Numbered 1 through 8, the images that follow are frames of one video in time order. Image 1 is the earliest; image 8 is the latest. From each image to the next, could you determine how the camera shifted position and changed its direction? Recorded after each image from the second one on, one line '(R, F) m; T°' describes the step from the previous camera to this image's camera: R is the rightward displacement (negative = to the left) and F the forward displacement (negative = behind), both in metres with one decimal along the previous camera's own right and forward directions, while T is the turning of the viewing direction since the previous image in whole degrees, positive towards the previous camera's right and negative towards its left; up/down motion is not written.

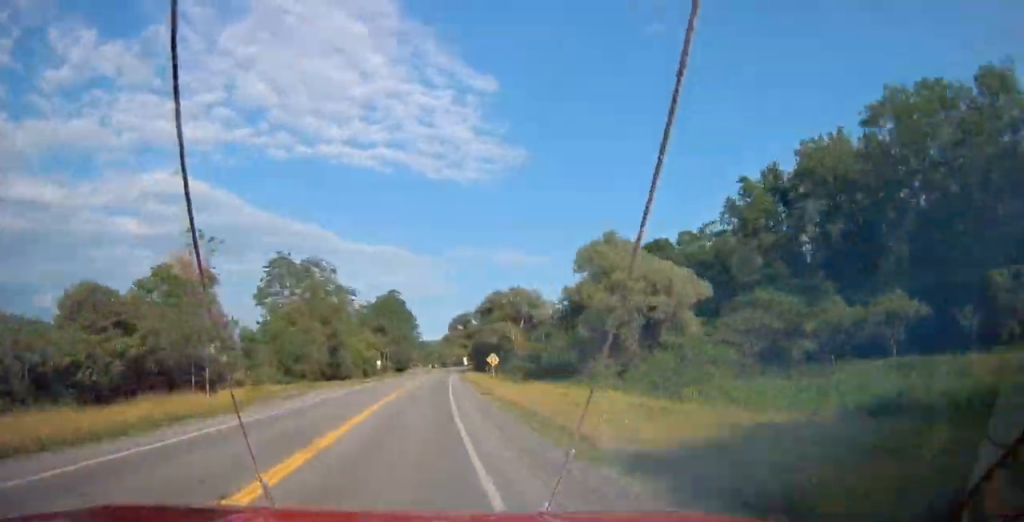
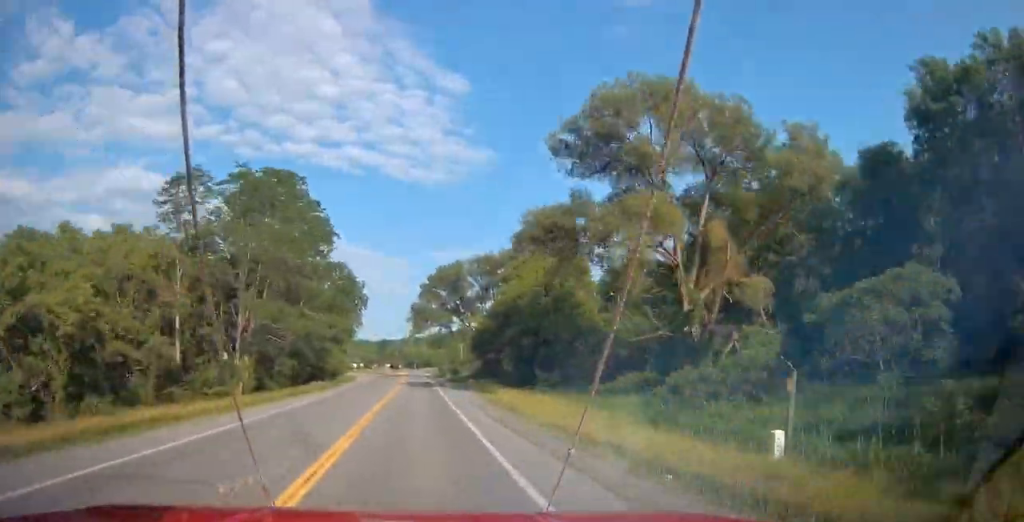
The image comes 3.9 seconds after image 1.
(+3.2, +99.9) m; +3°
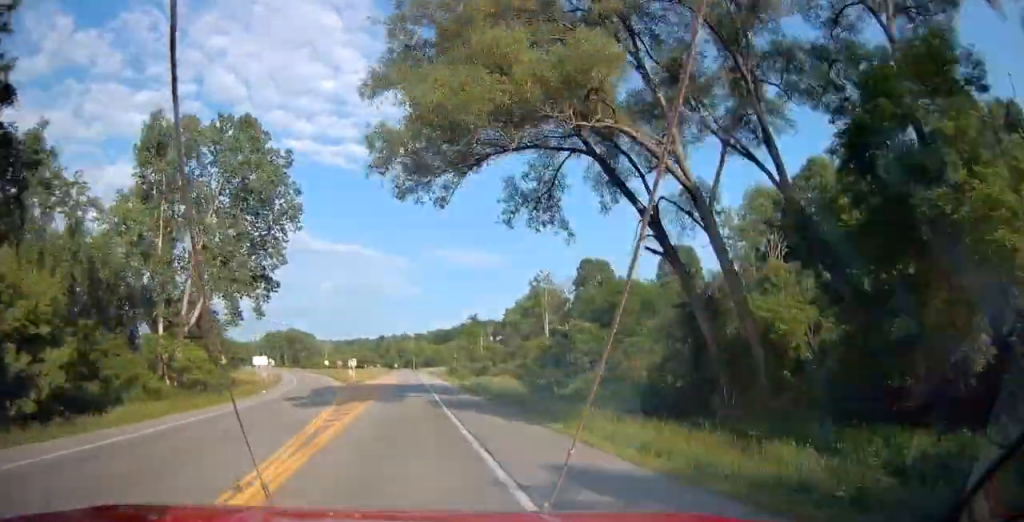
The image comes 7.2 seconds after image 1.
(-0.1, +84.6) m; 0°
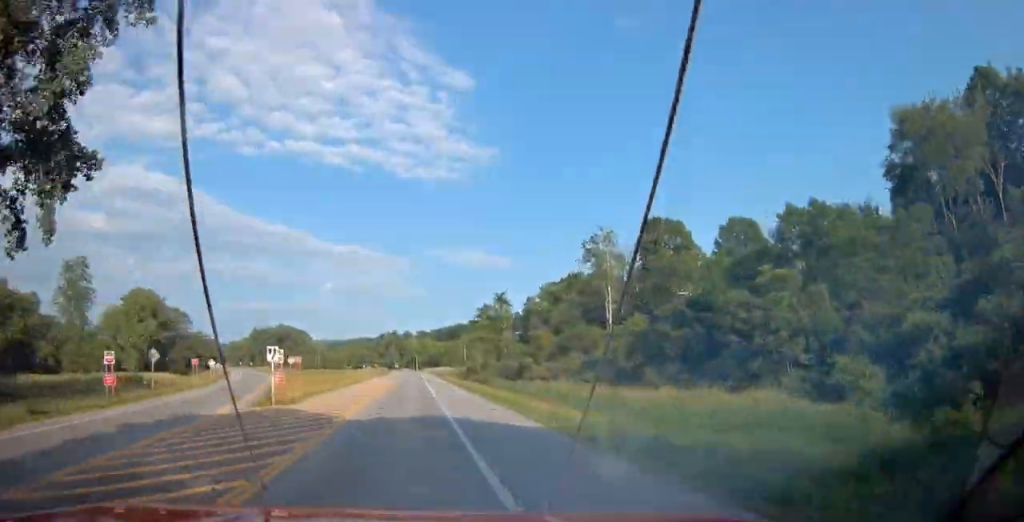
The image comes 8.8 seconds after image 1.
(0.0, +41.1) m; 0°
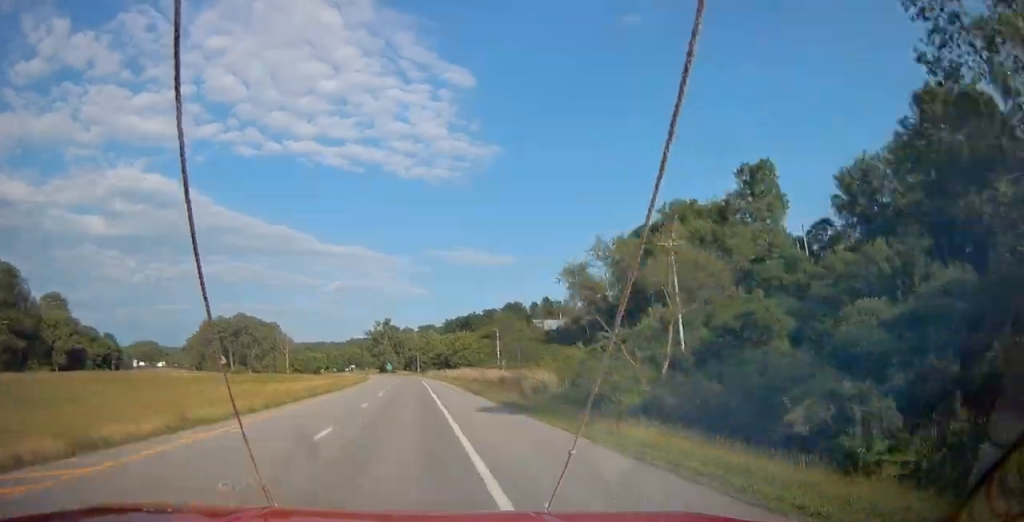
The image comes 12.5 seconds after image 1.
(0.0, +95.0) m; 0°
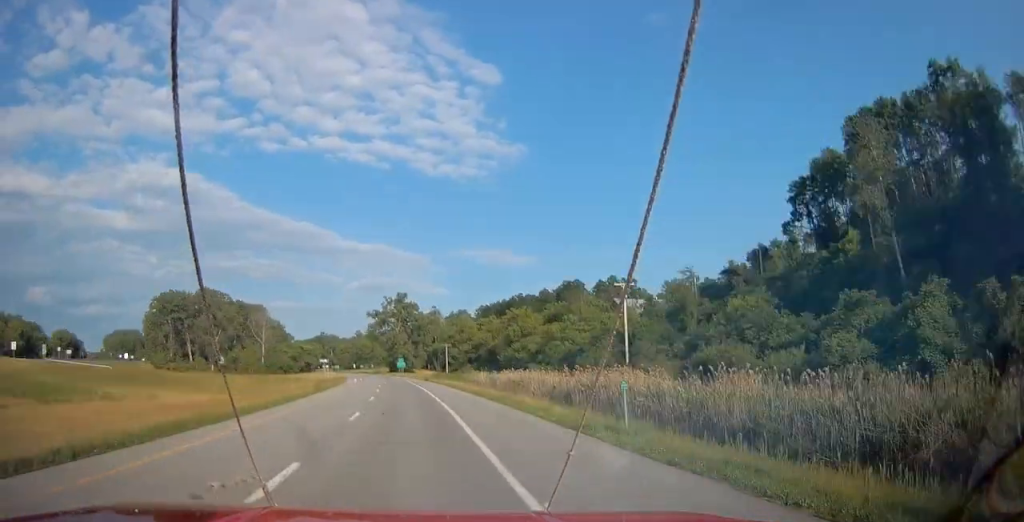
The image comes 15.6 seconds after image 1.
(-0.3, +79.6) m; -2°
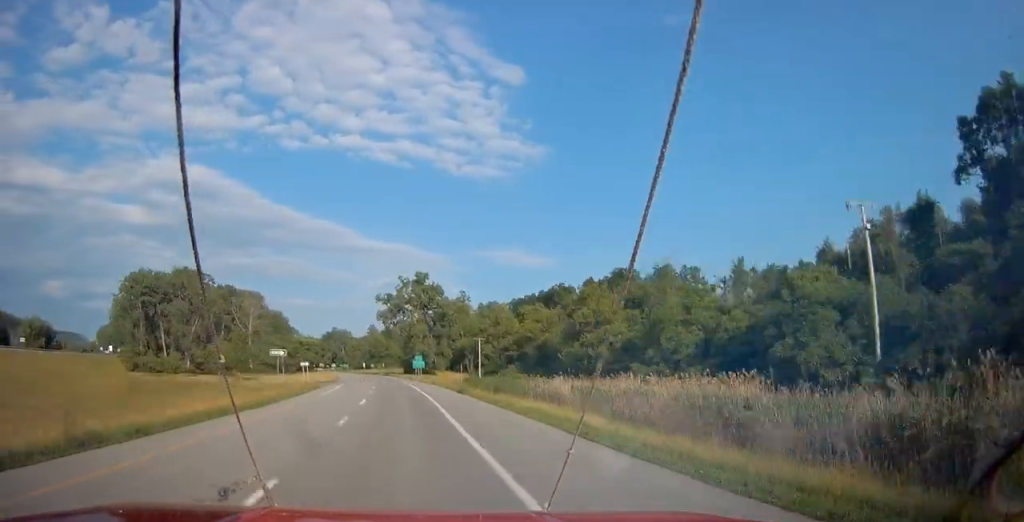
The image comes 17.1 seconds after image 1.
(-1.1, +38.5) m; -2°
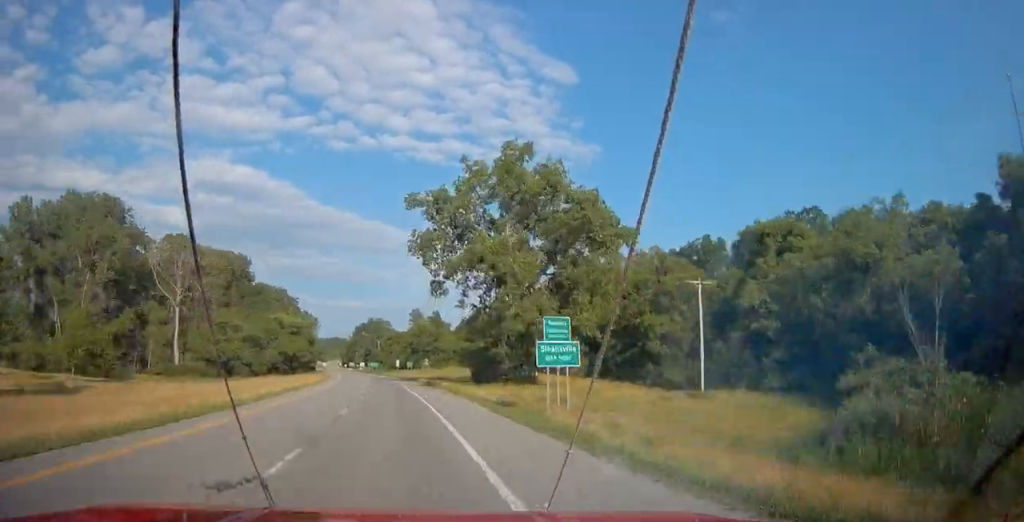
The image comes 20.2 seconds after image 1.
(-3.4, +79.6) m; -5°
